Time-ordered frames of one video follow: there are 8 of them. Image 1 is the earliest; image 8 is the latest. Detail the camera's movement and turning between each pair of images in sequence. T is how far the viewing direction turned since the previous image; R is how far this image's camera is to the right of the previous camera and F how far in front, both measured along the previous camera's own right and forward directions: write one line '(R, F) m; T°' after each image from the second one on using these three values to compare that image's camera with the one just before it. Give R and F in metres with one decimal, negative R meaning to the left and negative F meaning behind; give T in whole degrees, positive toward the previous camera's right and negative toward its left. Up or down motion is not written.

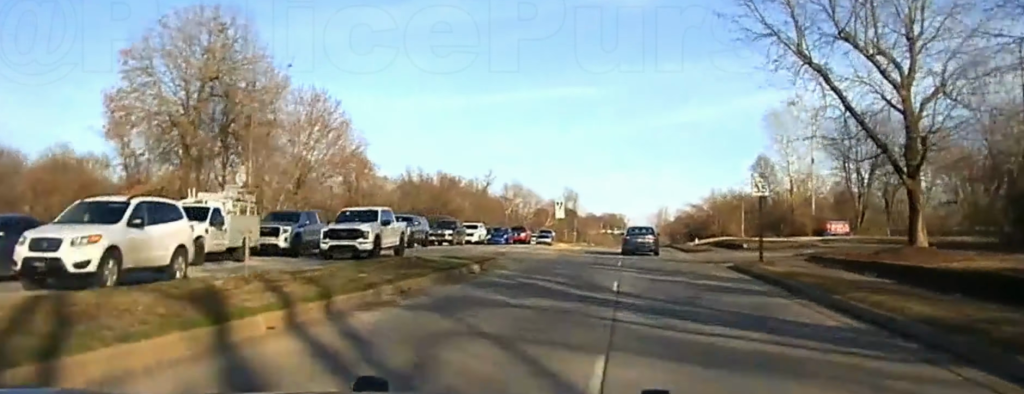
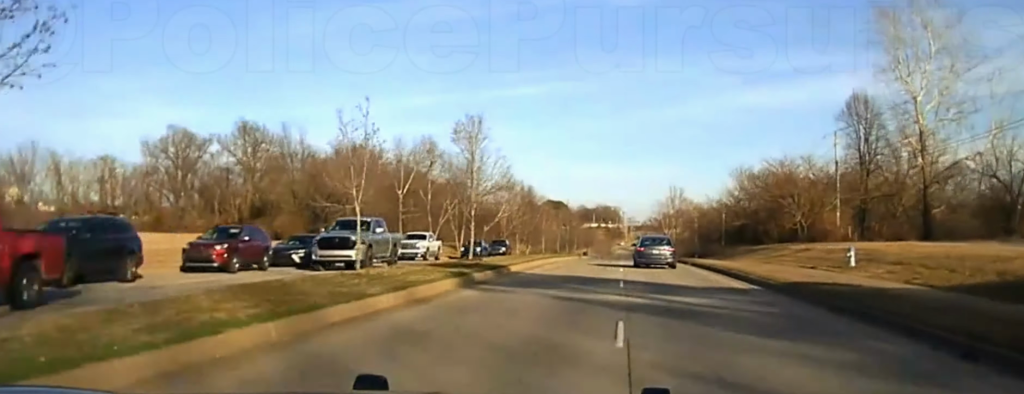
(+1.6, +74.6) m; +2°
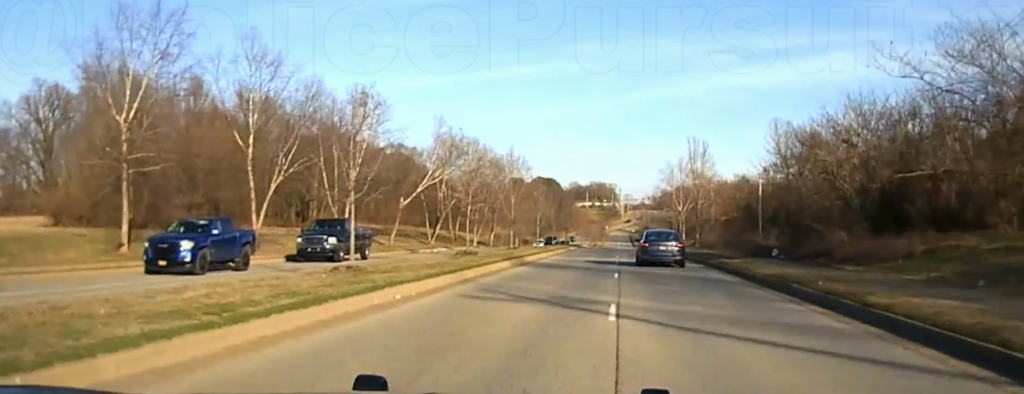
(0.0, +42.7) m; 0°
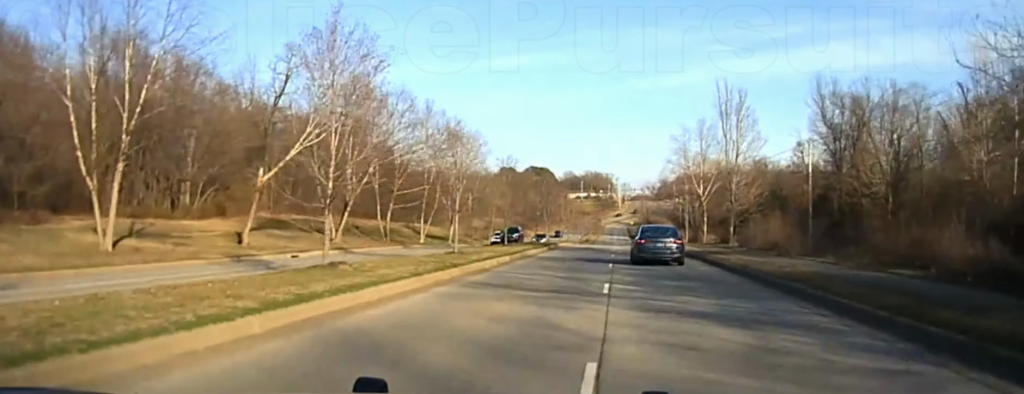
(-0.1, +24.8) m; 0°
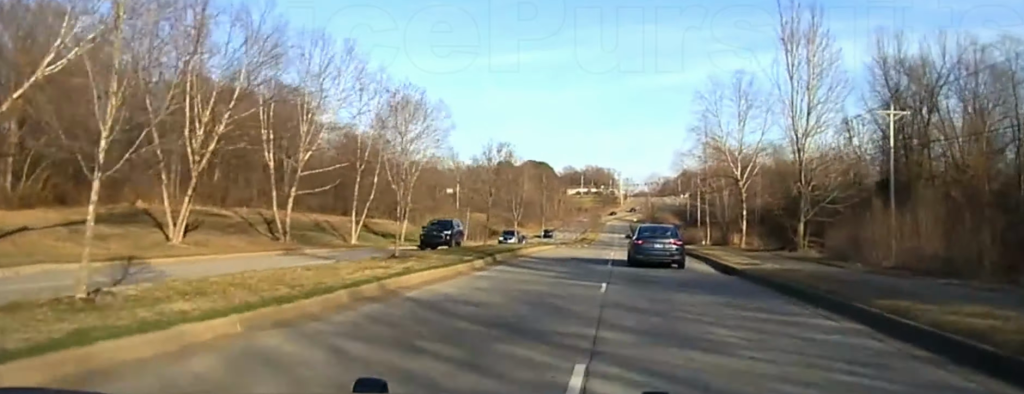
(0.0, +18.4) m; 0°
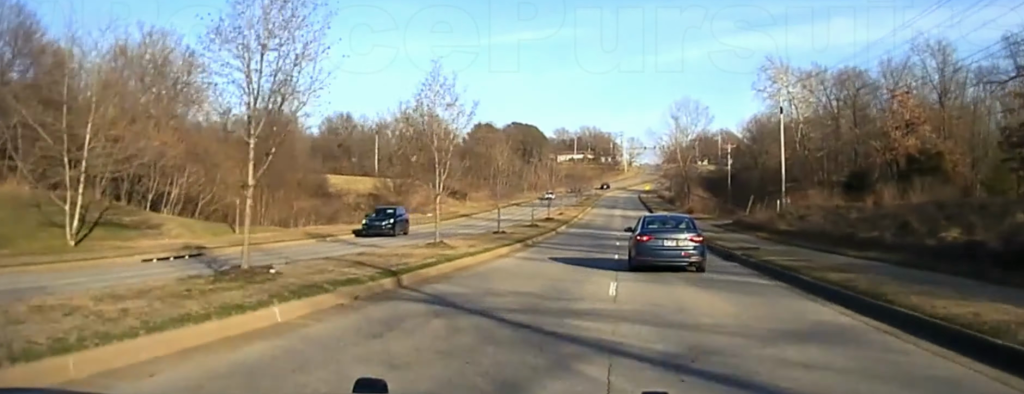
(-0.2, +79.5) m; 0°
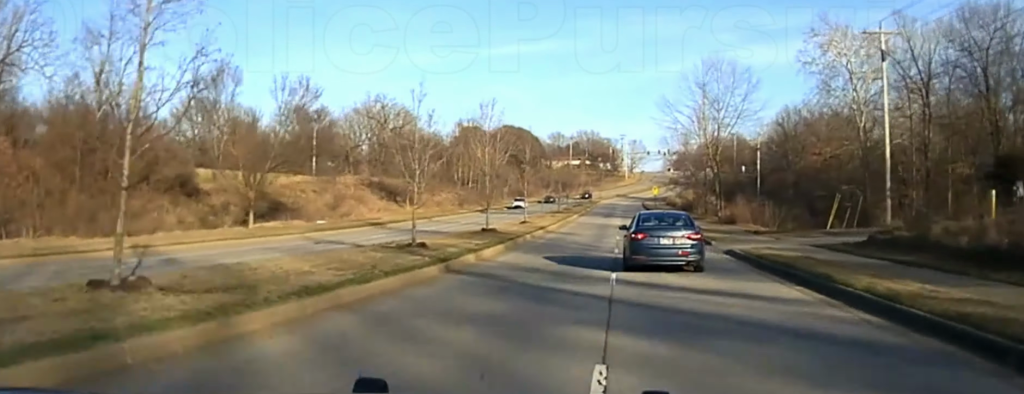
(-0.2, +44.6) m; 0°
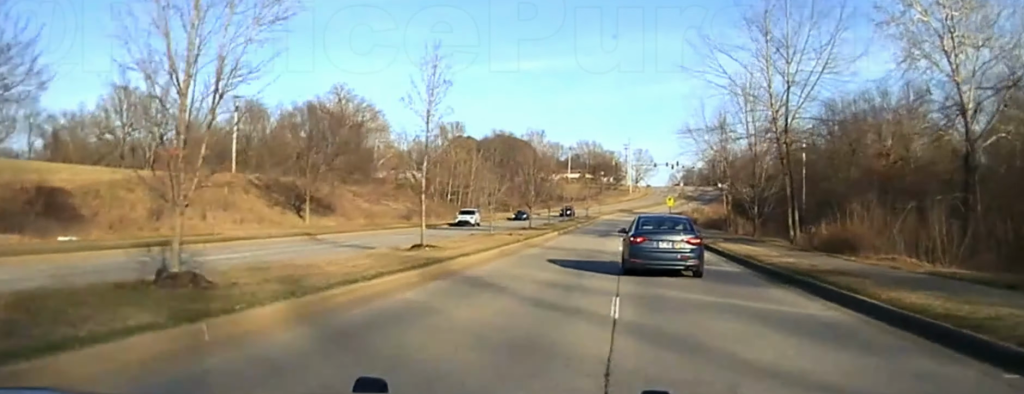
(+0.1, +36.2) m; 0°
